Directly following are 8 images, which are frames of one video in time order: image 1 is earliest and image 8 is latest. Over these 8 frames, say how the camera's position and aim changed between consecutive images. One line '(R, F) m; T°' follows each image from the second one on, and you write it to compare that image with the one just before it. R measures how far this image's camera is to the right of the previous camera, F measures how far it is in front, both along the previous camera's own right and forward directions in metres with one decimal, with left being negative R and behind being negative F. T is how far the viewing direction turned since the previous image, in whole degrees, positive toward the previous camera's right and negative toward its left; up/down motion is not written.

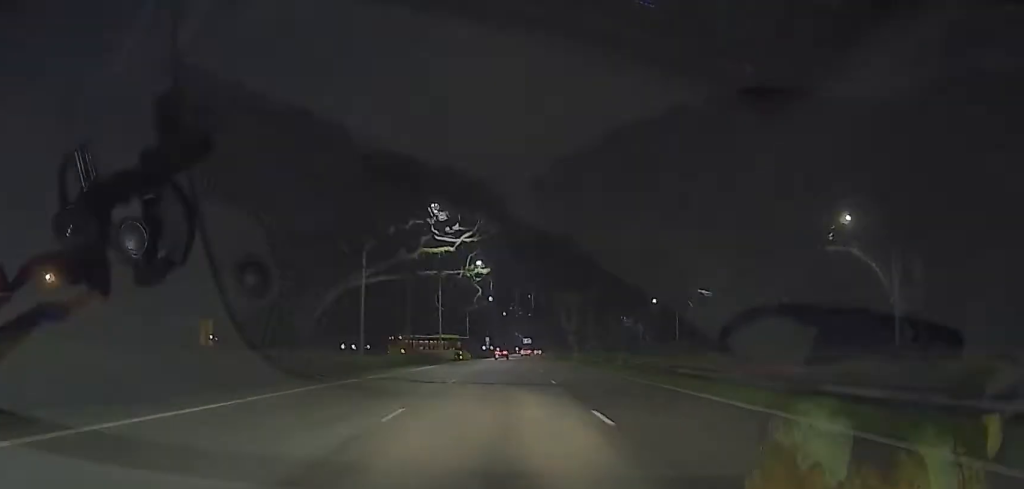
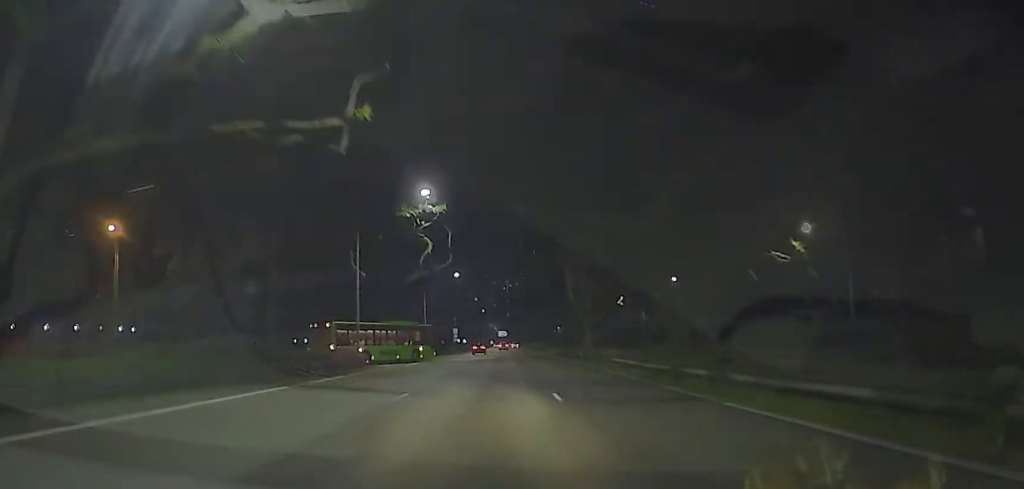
(+3.5, +32.9) m; +11°
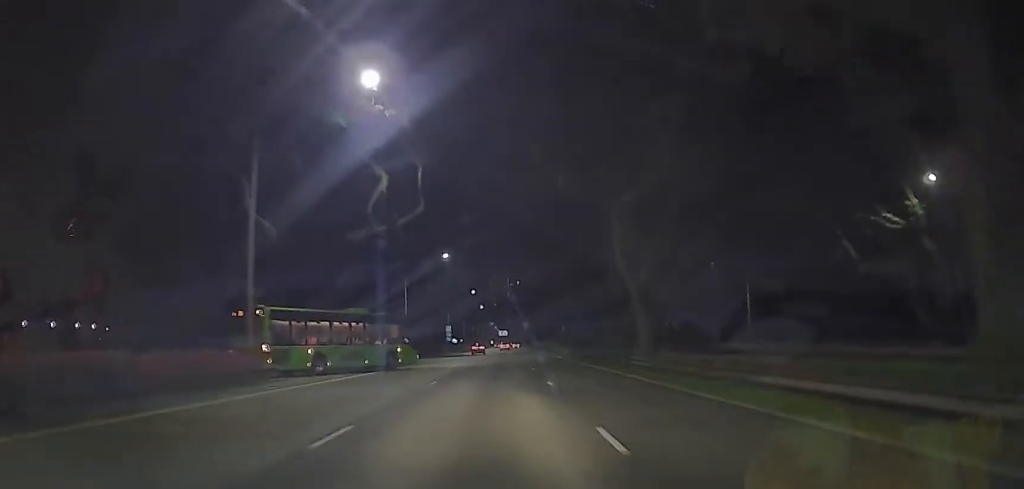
(+0.4, +18.8) m; -1°
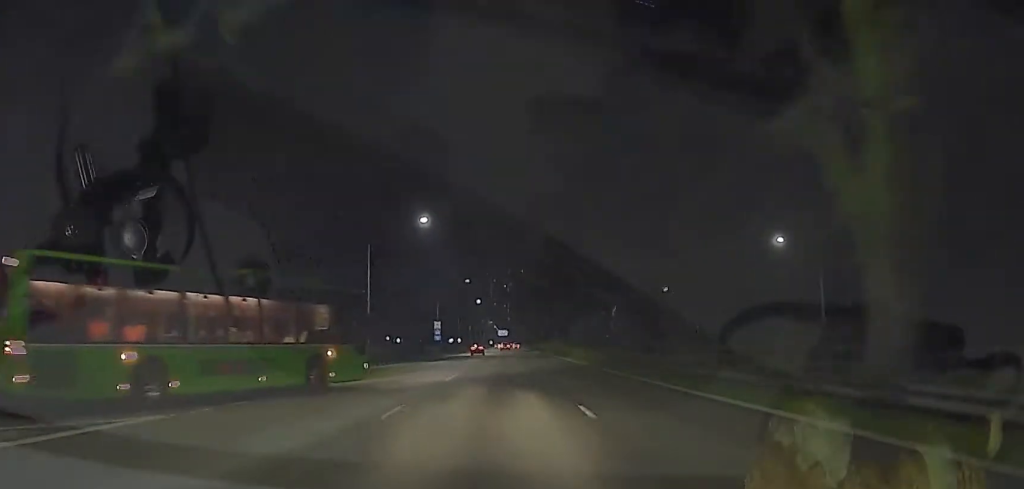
(-0.8, +20.8) m; -1°
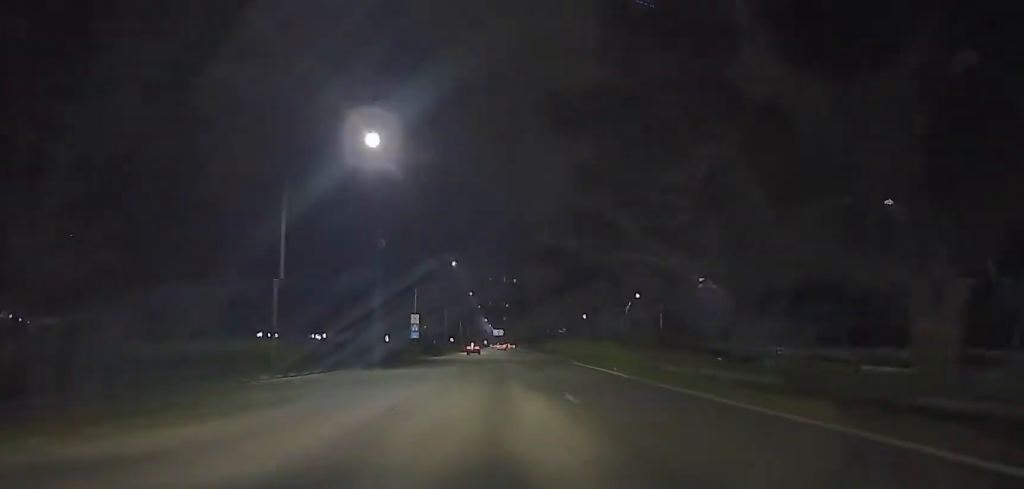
(-0.1, +20.2) m; +1°
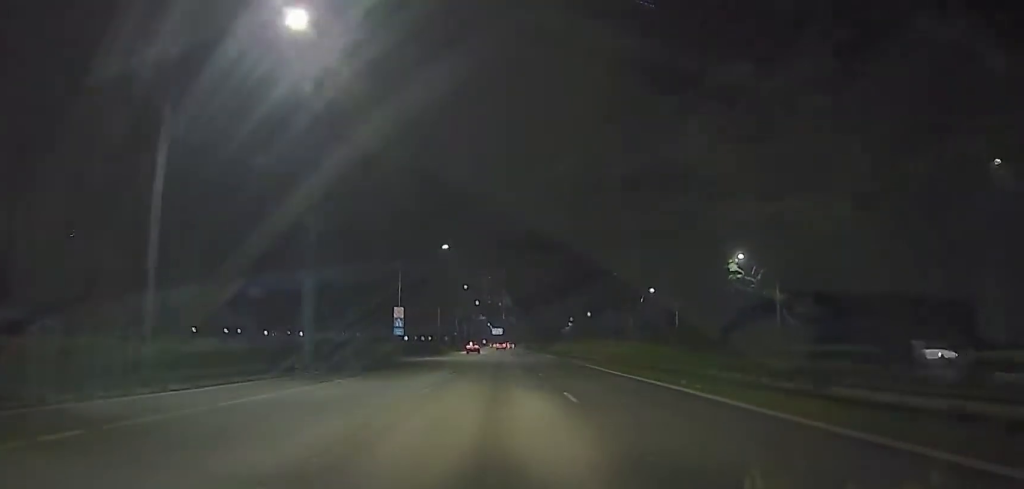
(+0.5, +12.0) m; +2°
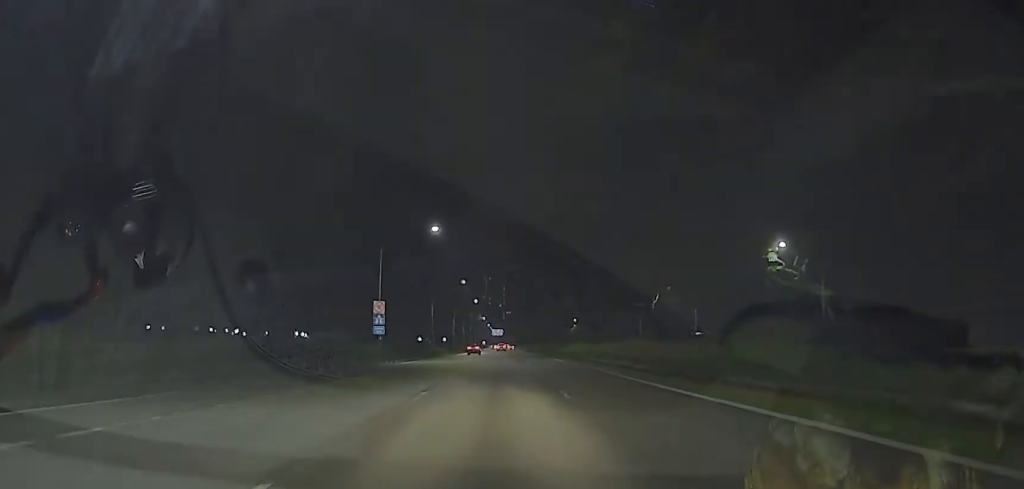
(+0.1, +11.9) m; 0°
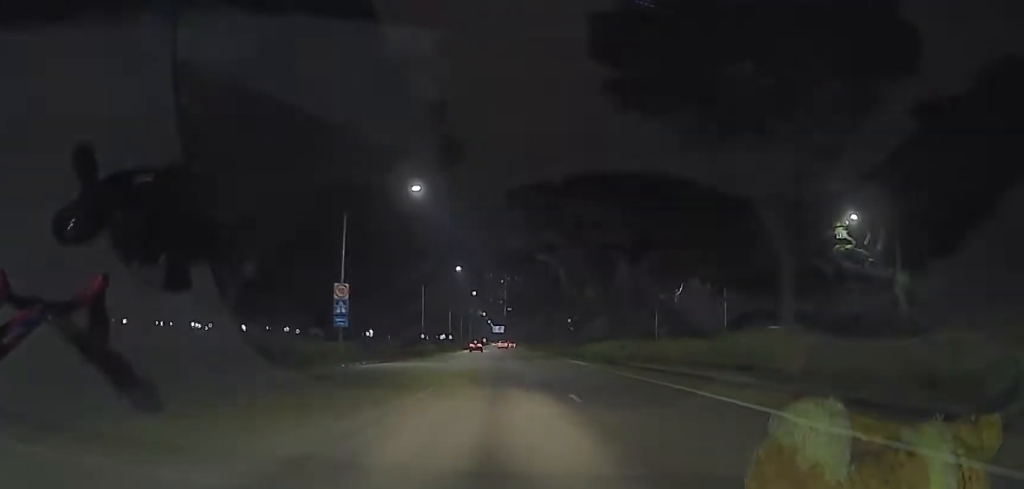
(0.0, +12.3) m; 0°
